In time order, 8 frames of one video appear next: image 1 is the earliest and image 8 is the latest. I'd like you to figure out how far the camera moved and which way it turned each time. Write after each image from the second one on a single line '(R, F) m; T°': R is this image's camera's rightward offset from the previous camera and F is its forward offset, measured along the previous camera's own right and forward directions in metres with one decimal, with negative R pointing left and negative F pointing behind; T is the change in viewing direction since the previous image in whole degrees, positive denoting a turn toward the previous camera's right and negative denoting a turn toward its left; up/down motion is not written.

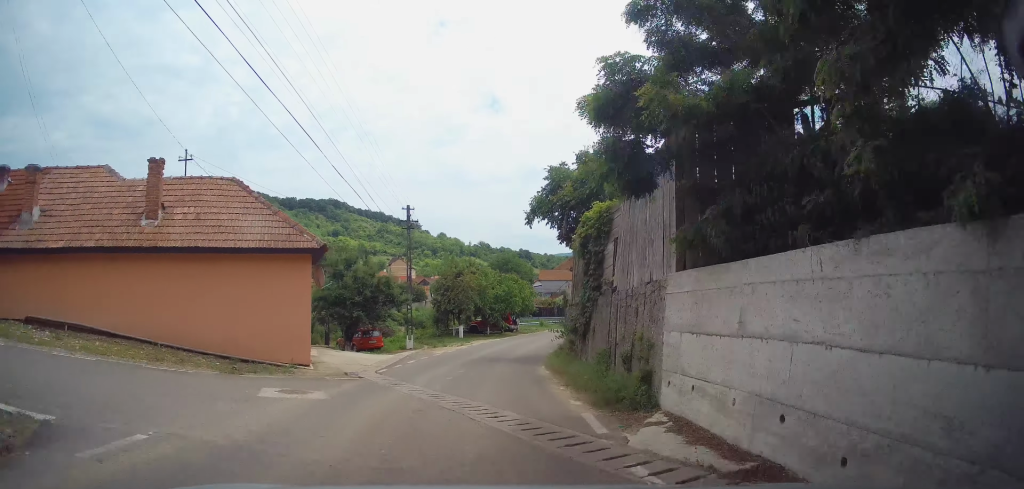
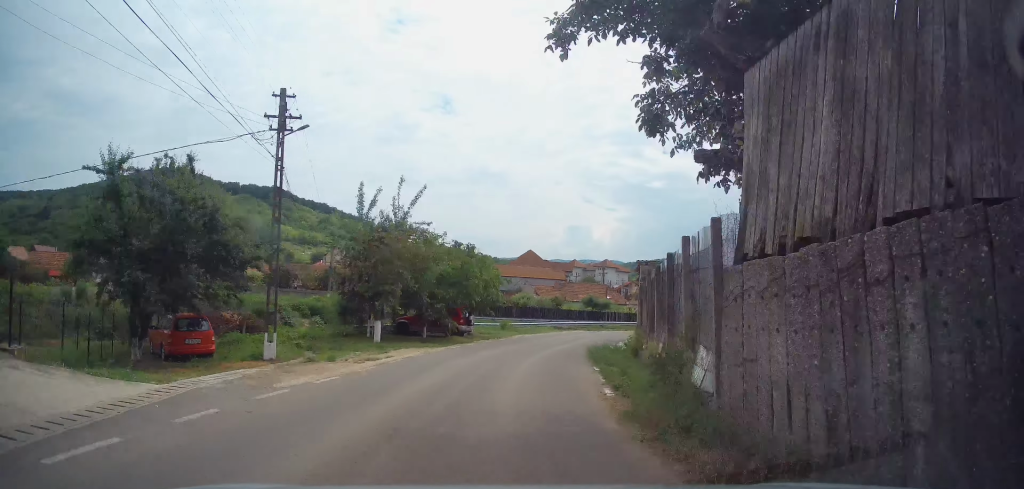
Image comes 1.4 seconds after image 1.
(+0.4, +18.1) m; +4°
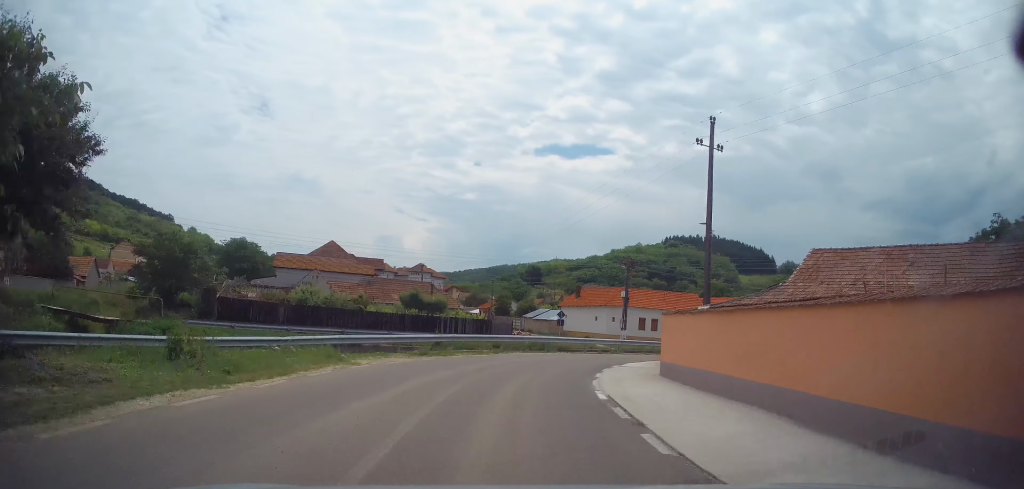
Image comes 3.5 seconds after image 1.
(+3.5, +25.3) m; +17°
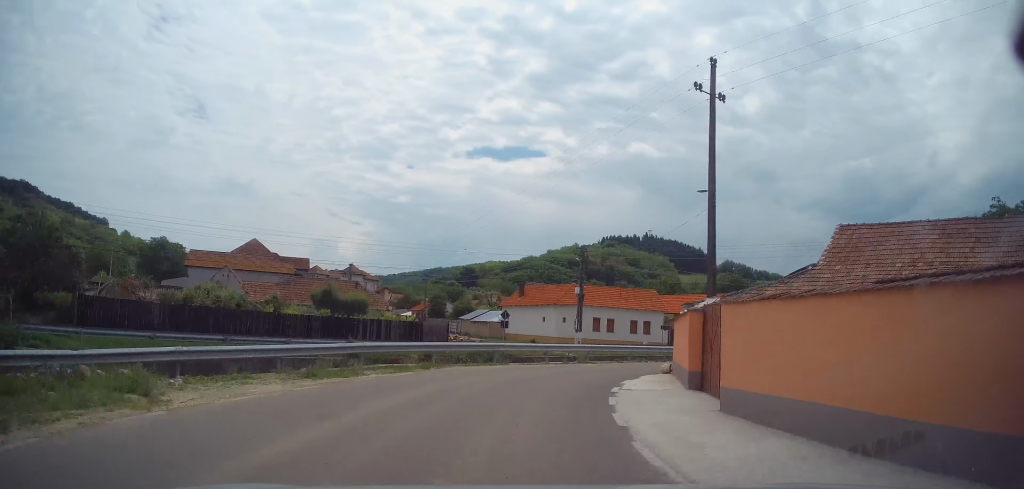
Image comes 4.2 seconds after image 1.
(+0.4, +7.3) m; +6°
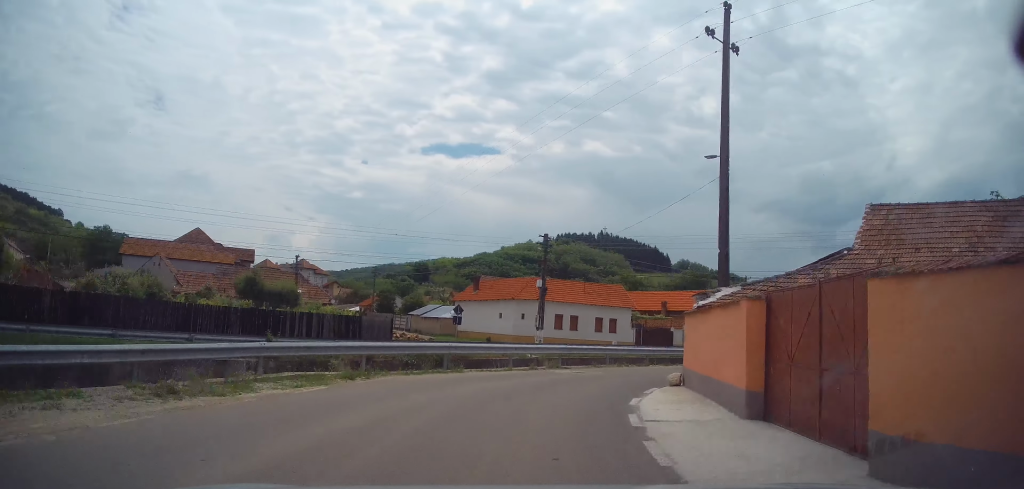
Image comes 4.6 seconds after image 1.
(+0.2, +4.6) m; +5°
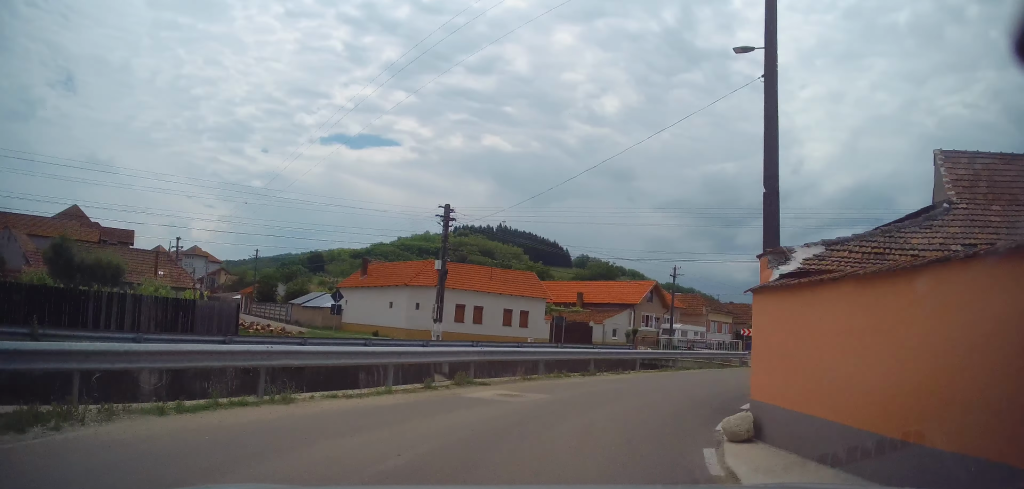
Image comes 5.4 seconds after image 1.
(+0.4, +7.9) m; +11°
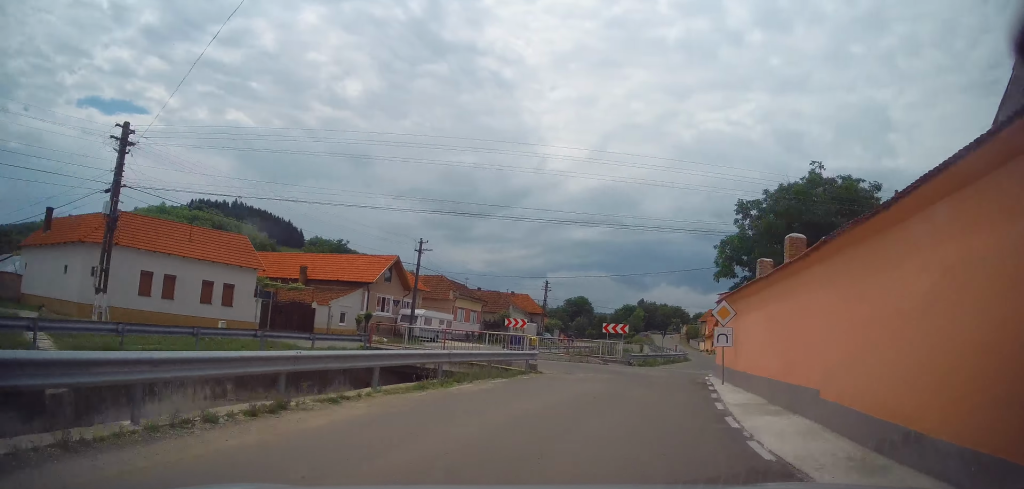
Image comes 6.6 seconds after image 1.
(+2.3, +10.0) m; +24°
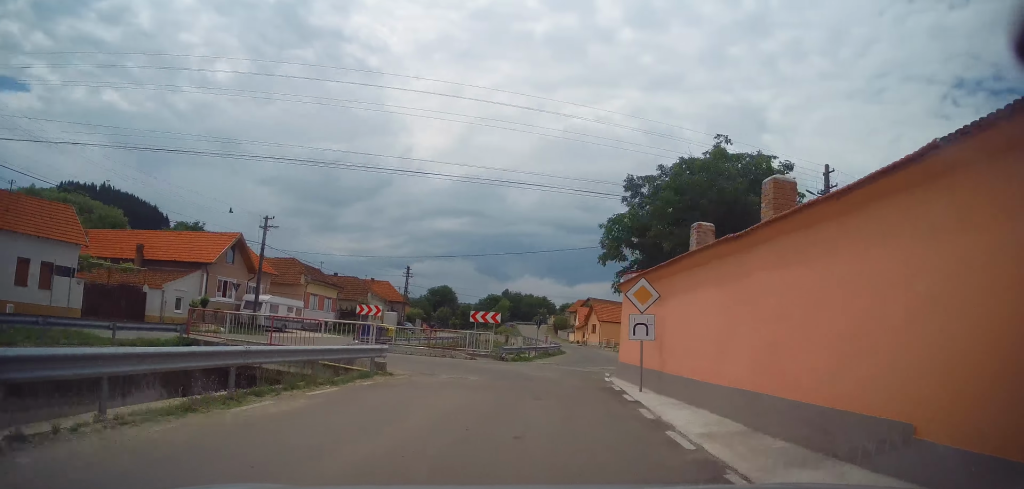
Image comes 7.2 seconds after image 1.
(+0.6, +4.5) m; +12°
